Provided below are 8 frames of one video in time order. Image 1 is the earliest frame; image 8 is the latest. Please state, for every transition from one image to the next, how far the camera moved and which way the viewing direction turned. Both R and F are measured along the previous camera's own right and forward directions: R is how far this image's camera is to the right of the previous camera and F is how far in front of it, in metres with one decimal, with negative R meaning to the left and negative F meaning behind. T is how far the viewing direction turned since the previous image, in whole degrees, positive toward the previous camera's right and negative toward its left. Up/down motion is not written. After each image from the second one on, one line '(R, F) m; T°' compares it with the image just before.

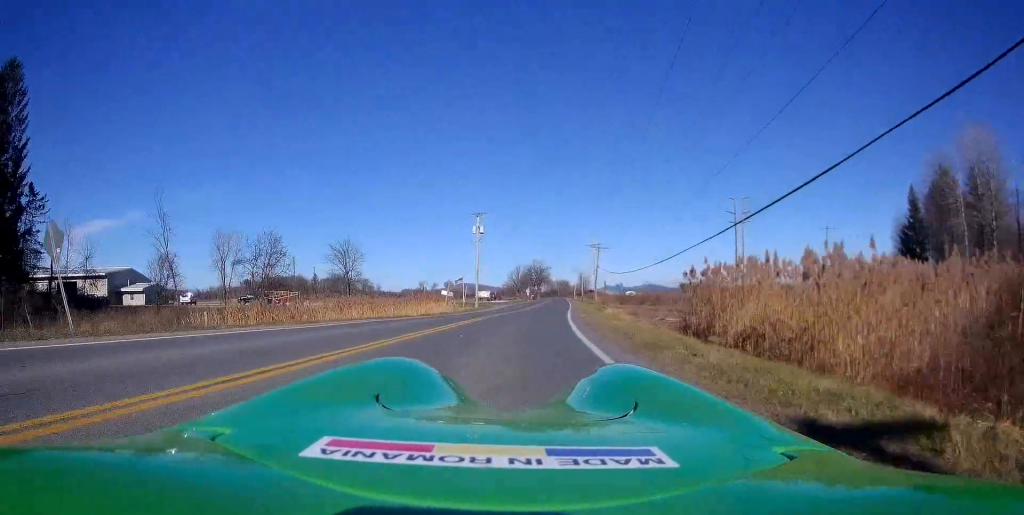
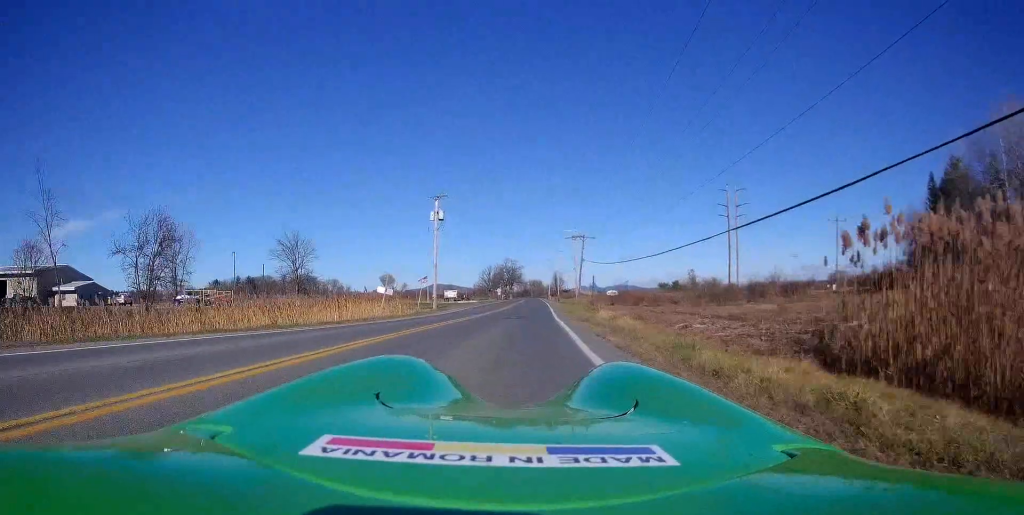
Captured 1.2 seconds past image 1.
(+0.4, +12.8) m; +3°
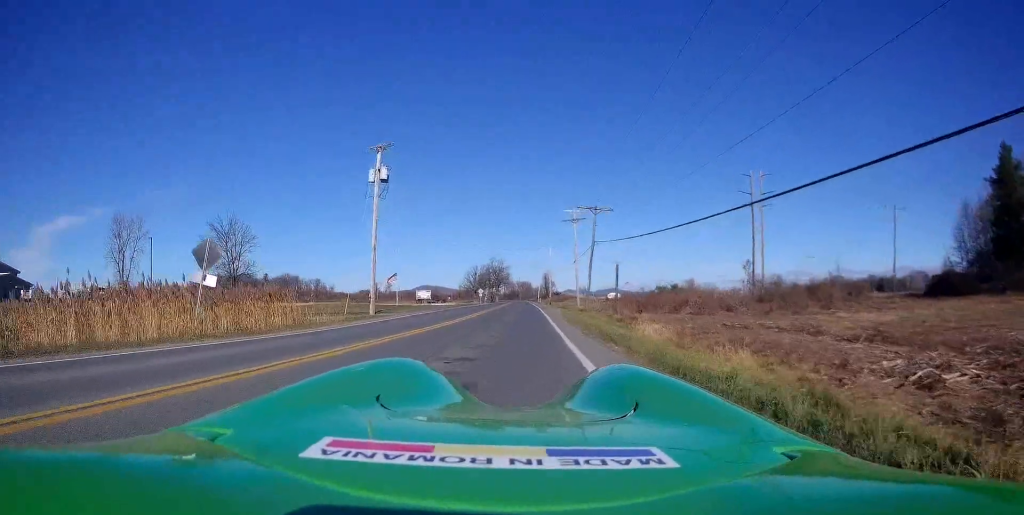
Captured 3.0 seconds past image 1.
(+0.6, +19.3) m; +3°
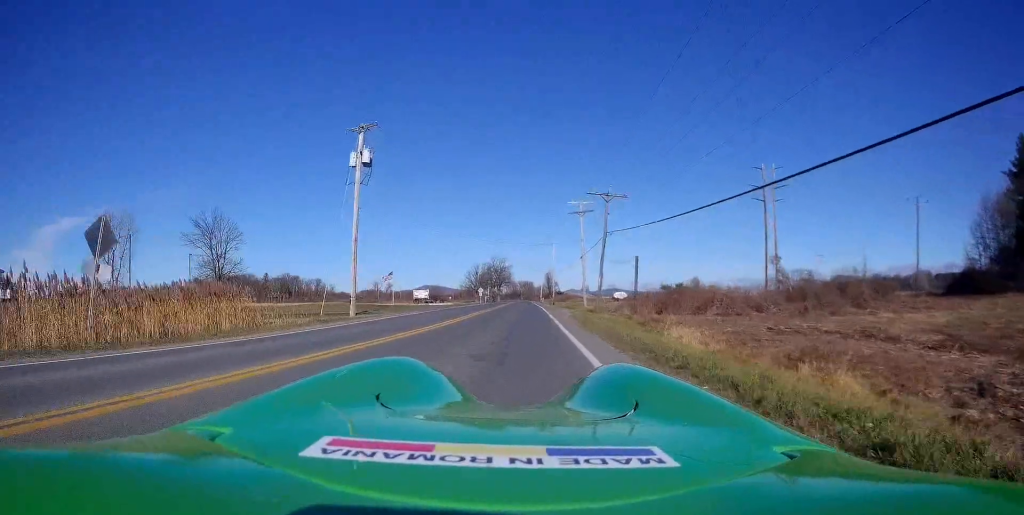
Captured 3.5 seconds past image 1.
(+0.1, +4.8) m; 0°
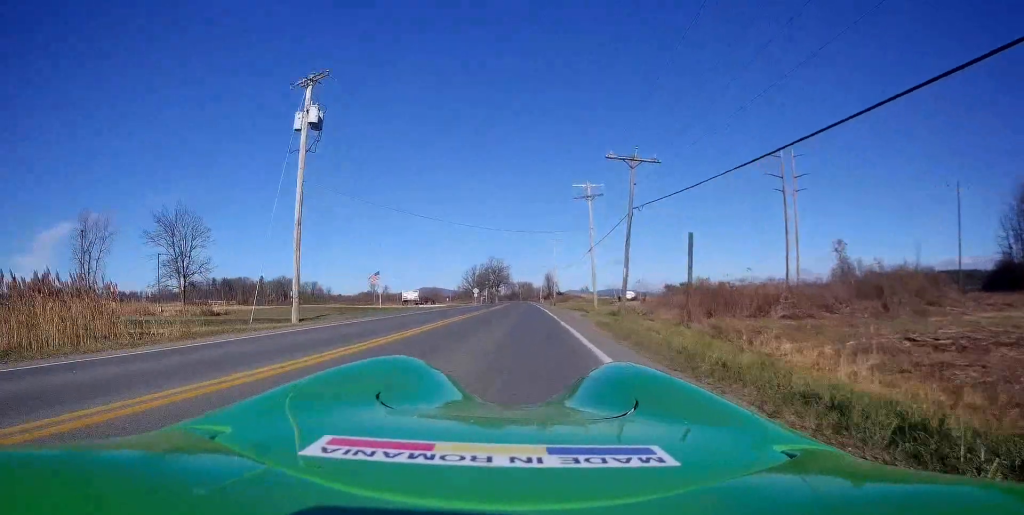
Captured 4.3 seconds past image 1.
(-0.3, +8.6) m; -2°
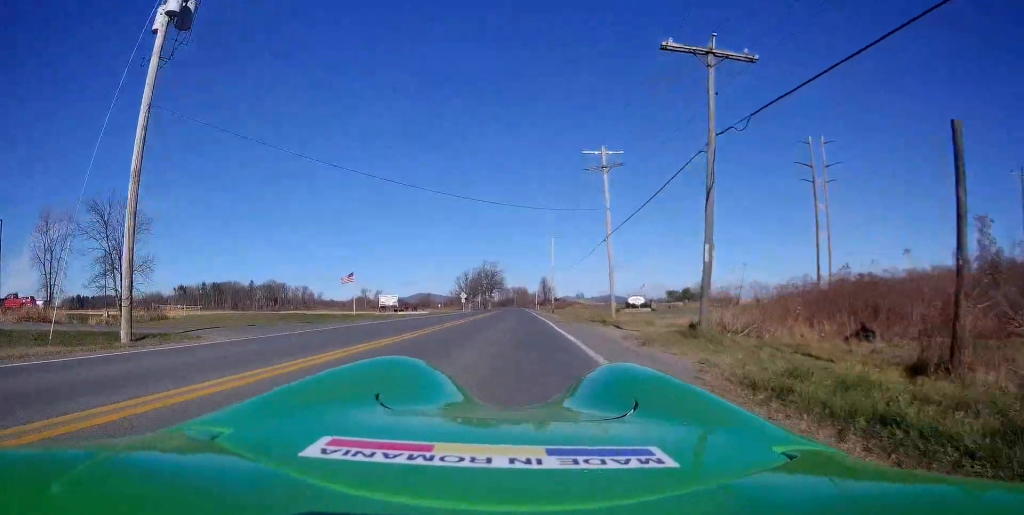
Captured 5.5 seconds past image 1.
(-0.1, +11.5) m; +1°
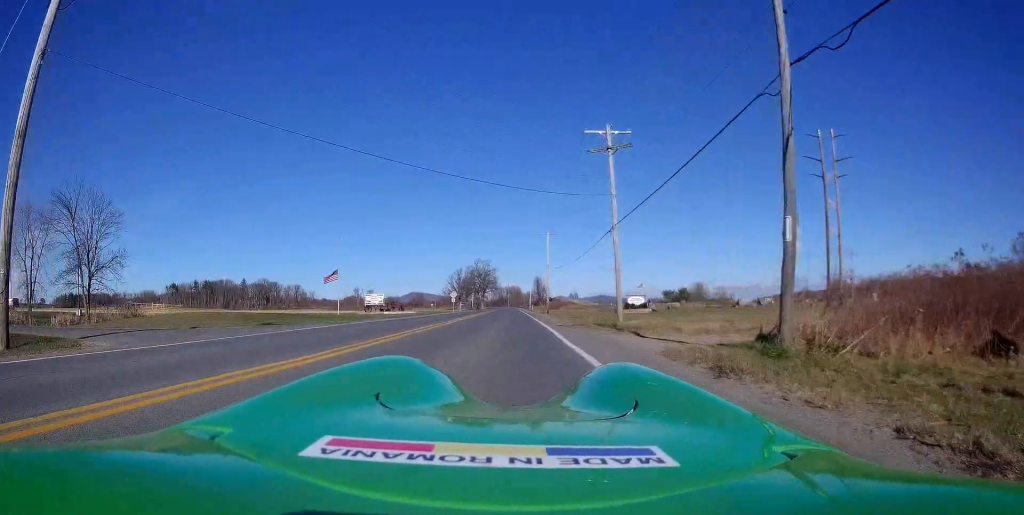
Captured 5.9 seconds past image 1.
(+0.1, +4.5) m; 0°
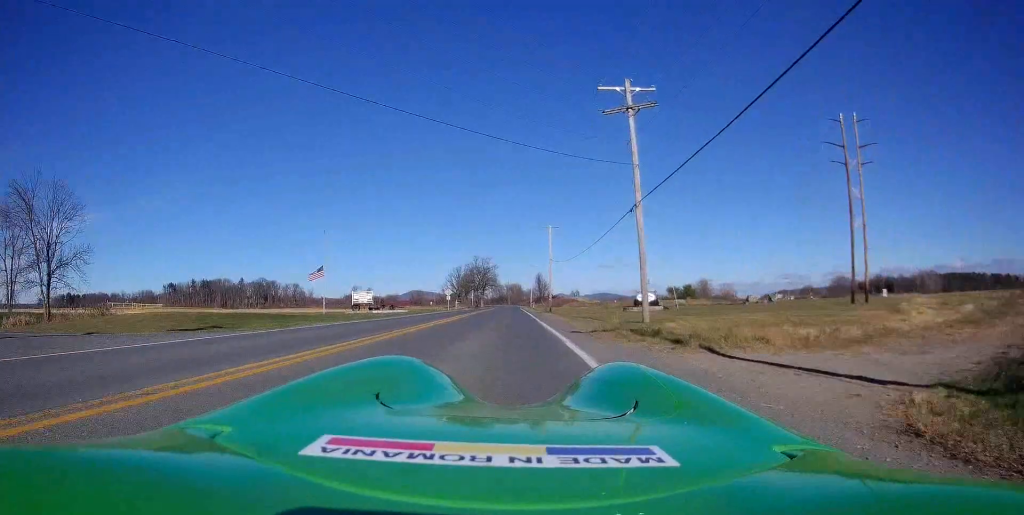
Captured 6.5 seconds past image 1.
(+0.1, +5.7) m; 0°
